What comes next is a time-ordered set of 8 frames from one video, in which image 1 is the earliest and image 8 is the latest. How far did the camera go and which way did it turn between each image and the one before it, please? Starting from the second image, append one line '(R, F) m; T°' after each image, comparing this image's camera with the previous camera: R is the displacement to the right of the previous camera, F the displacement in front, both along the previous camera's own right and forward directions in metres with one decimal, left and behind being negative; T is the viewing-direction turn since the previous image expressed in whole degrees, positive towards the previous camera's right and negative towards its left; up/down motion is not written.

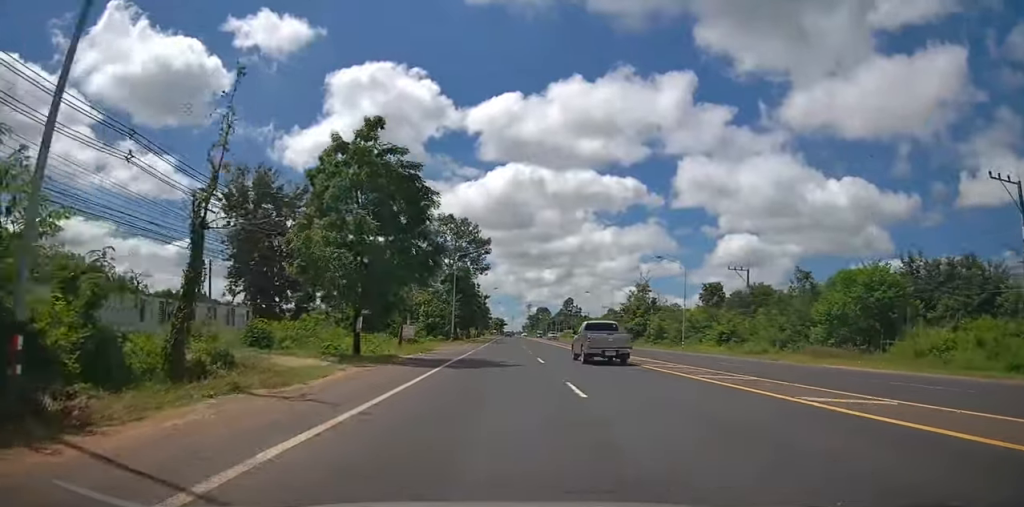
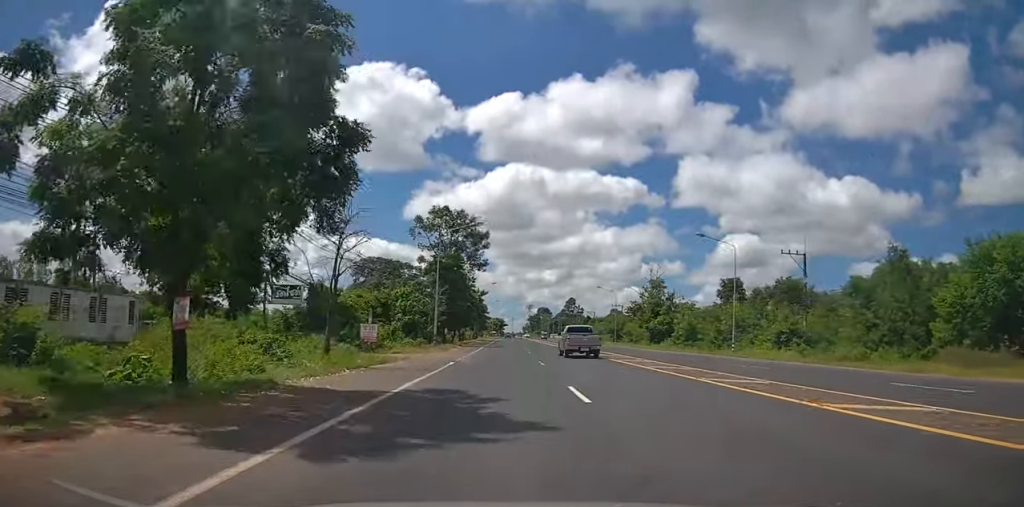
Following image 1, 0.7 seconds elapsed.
(-0.1, +13.0) m; -1°
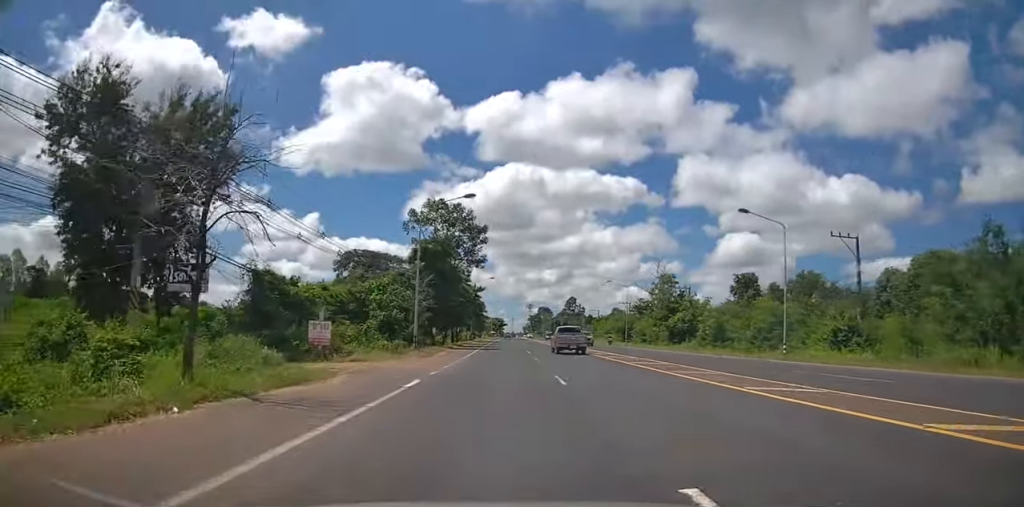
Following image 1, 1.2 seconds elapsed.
(-0.2, +8.6) m; 0°
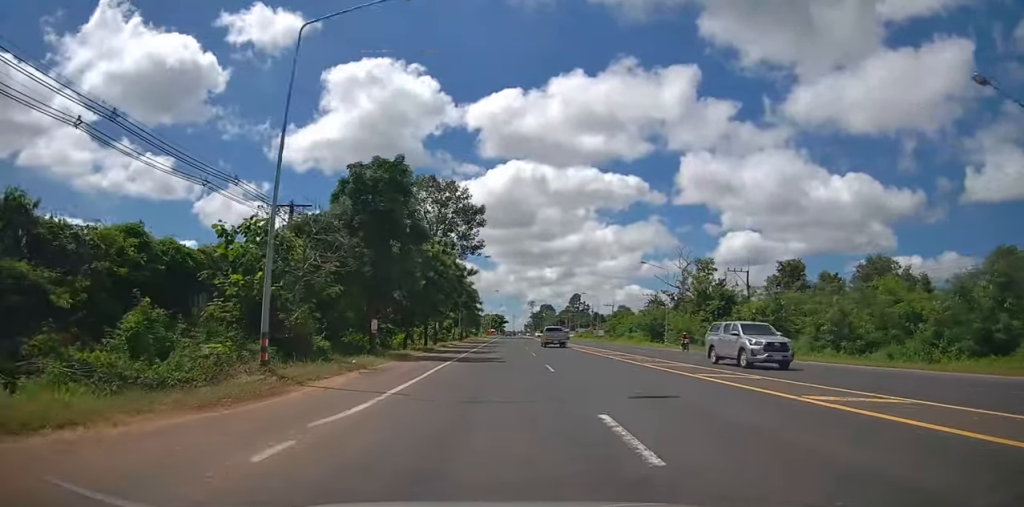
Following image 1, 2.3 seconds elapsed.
(0.0, +20.8) m; +2°
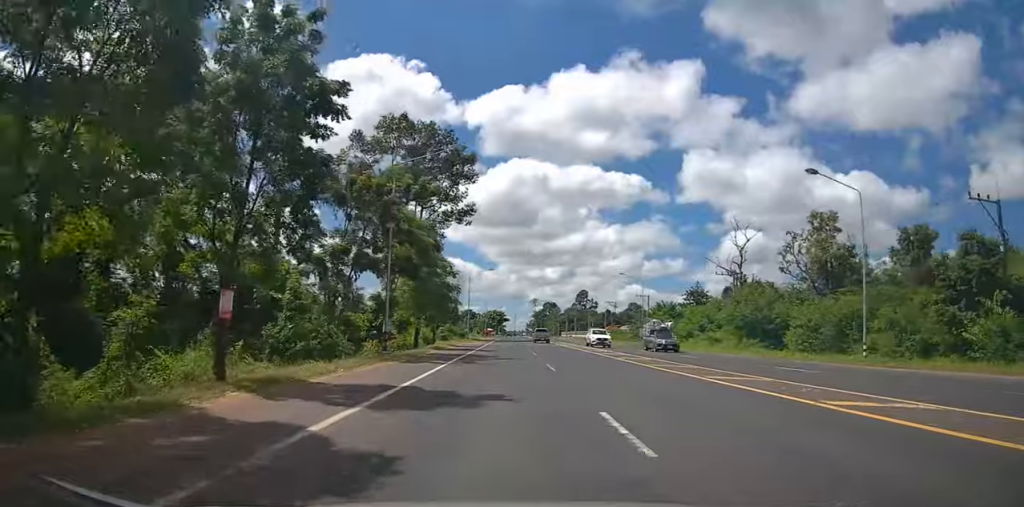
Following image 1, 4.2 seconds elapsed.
(+0.1, +36.7) m; -2°
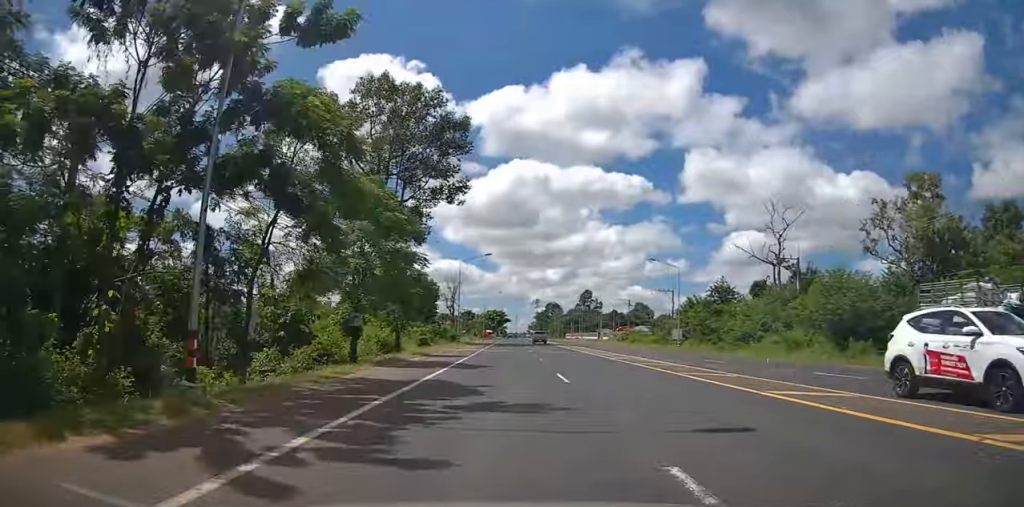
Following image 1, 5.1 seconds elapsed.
(-0.2, +15.7) m; +1°
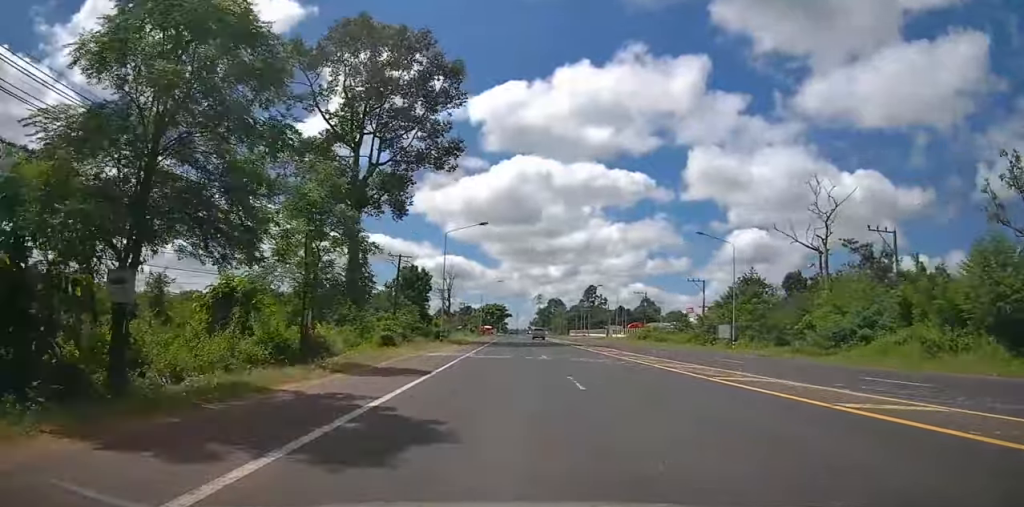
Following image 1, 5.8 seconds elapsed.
(+0.2, +14.6) m; 0°
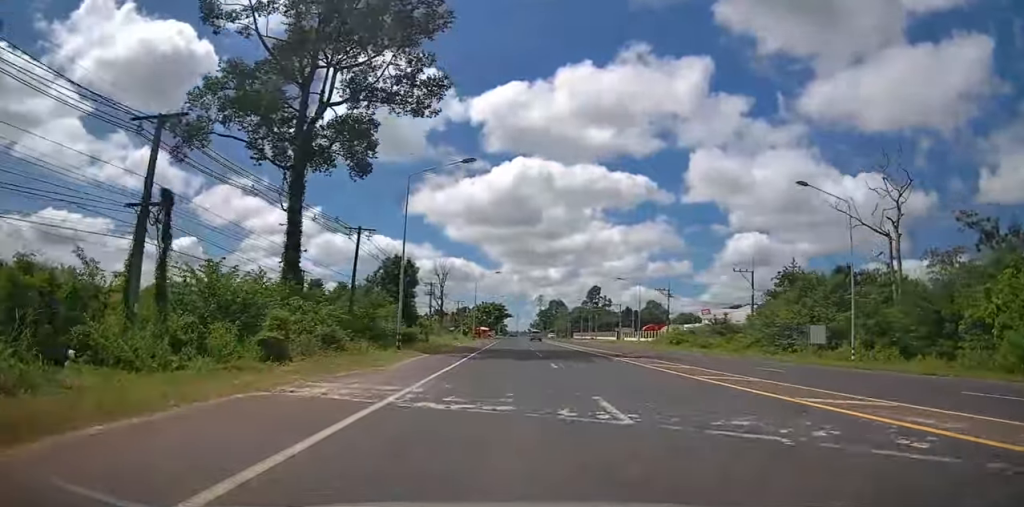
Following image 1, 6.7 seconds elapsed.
(+0.2, +16.6) m; 0°
